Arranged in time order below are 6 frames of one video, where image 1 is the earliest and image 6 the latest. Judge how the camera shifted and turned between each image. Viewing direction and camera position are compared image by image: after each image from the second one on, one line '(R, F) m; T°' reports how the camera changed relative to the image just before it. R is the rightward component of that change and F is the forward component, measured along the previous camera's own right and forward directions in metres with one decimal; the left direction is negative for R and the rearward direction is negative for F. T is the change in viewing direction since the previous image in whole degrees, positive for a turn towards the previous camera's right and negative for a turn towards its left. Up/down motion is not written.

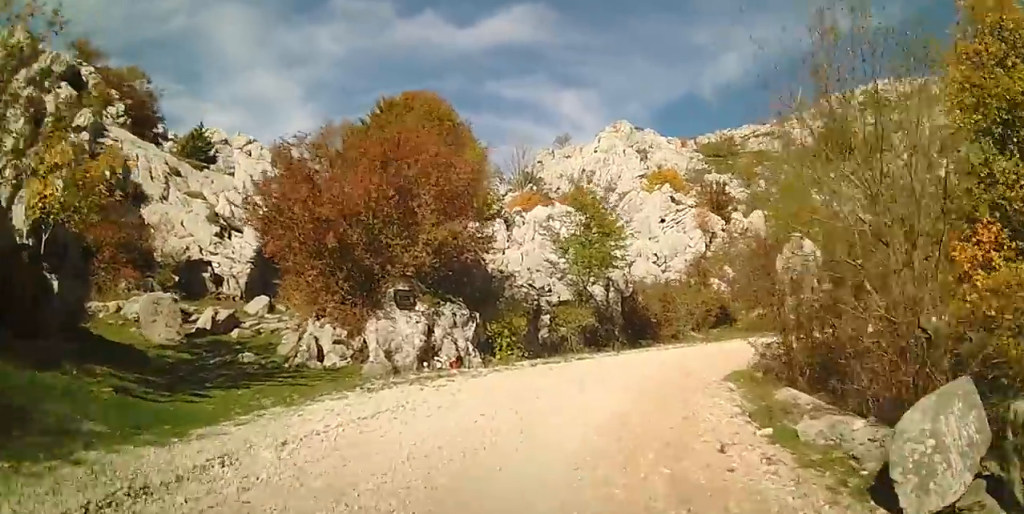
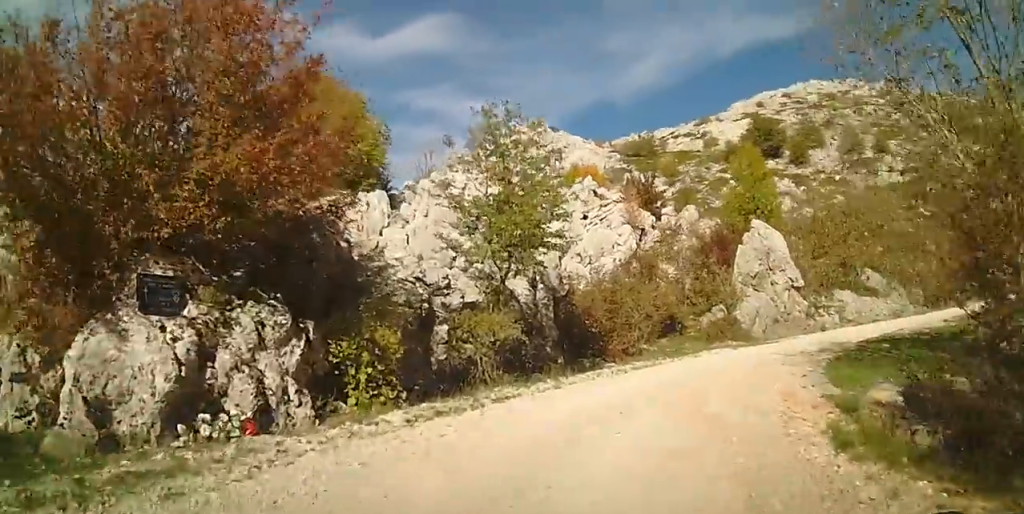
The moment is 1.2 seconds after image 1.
(0.0, +6.5) m; 0°
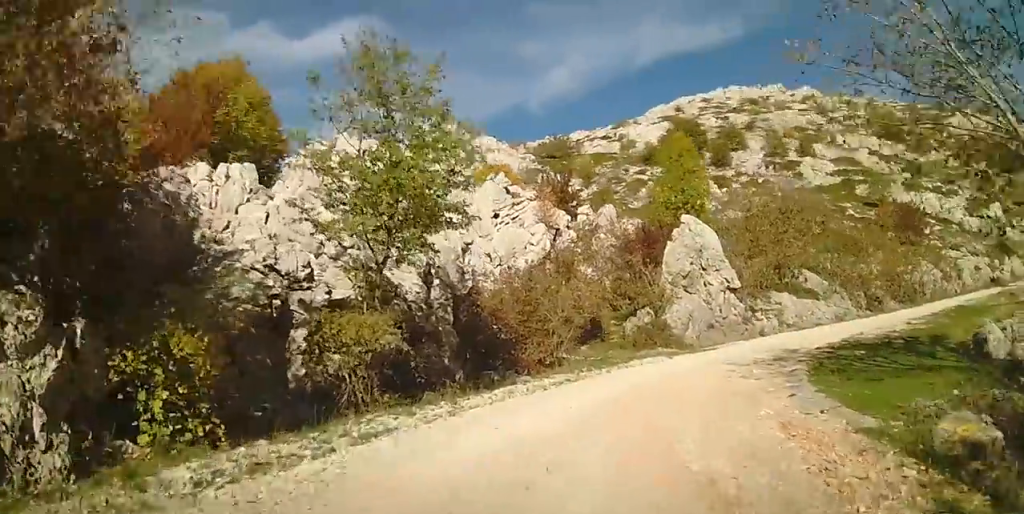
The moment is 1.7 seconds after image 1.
(0.0, +2.9) m; +3°
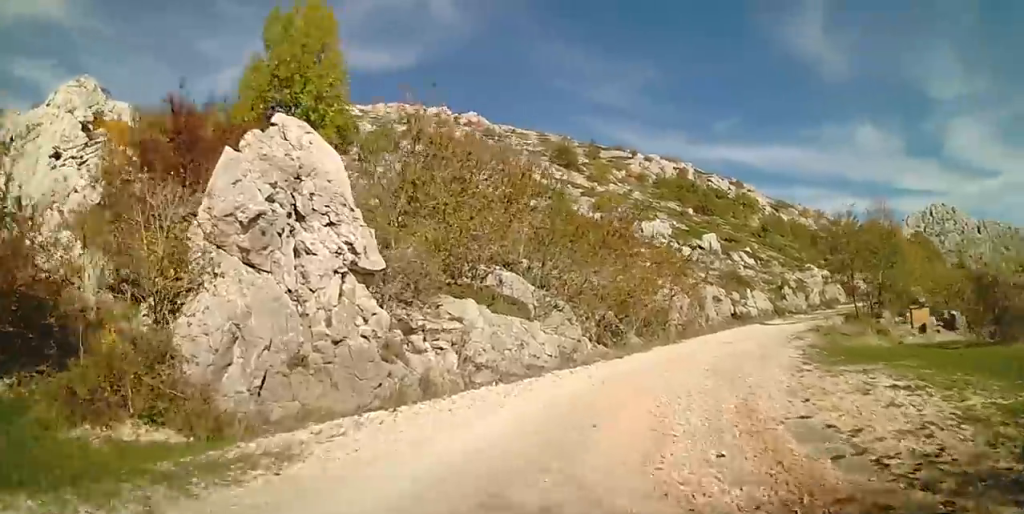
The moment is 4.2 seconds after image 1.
(+4.4, +12.2) m; +43°
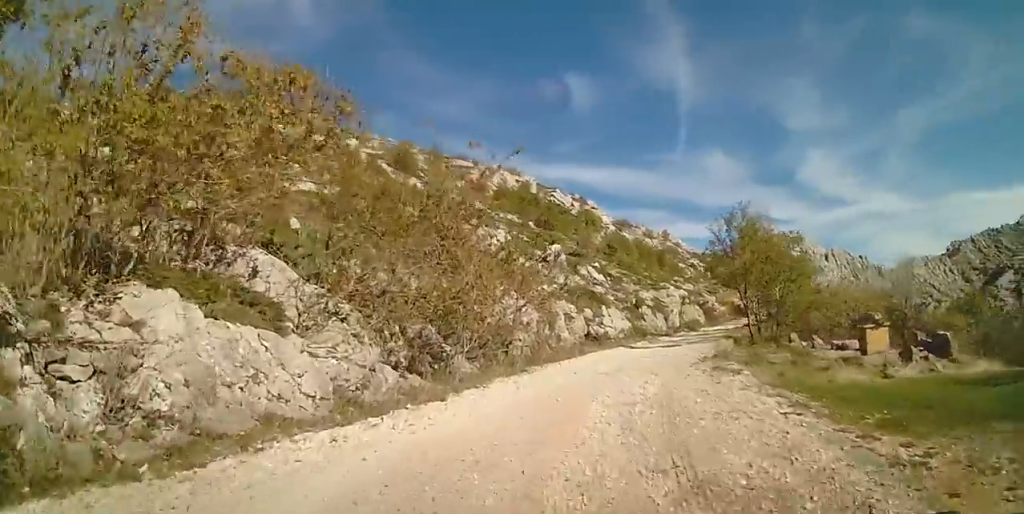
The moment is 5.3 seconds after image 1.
(+1.0, +6.0) m; +18°
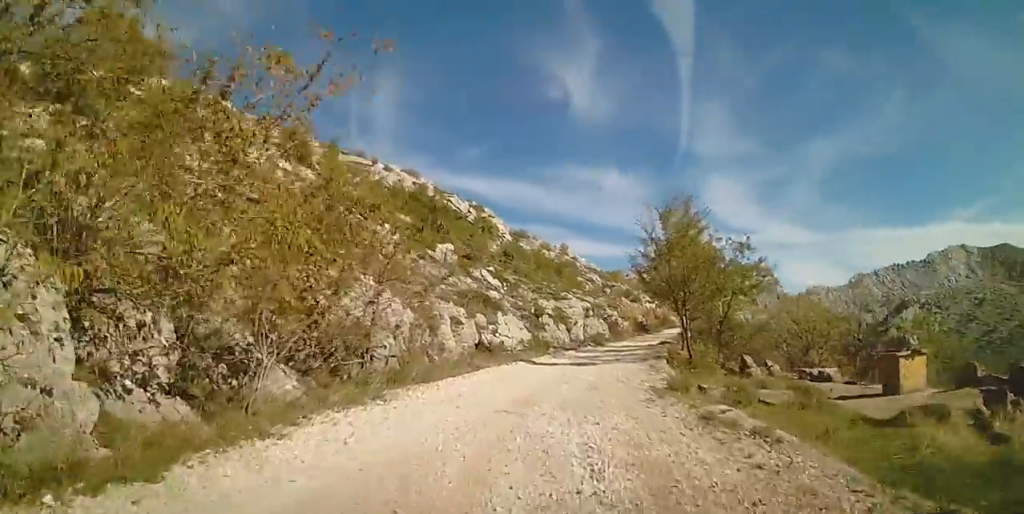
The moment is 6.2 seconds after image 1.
(+0.6, +5.5) m; +9°
